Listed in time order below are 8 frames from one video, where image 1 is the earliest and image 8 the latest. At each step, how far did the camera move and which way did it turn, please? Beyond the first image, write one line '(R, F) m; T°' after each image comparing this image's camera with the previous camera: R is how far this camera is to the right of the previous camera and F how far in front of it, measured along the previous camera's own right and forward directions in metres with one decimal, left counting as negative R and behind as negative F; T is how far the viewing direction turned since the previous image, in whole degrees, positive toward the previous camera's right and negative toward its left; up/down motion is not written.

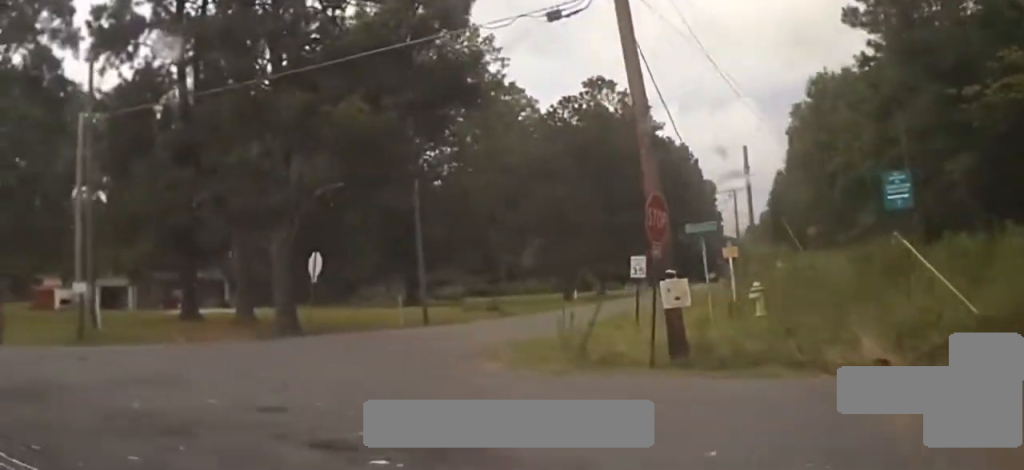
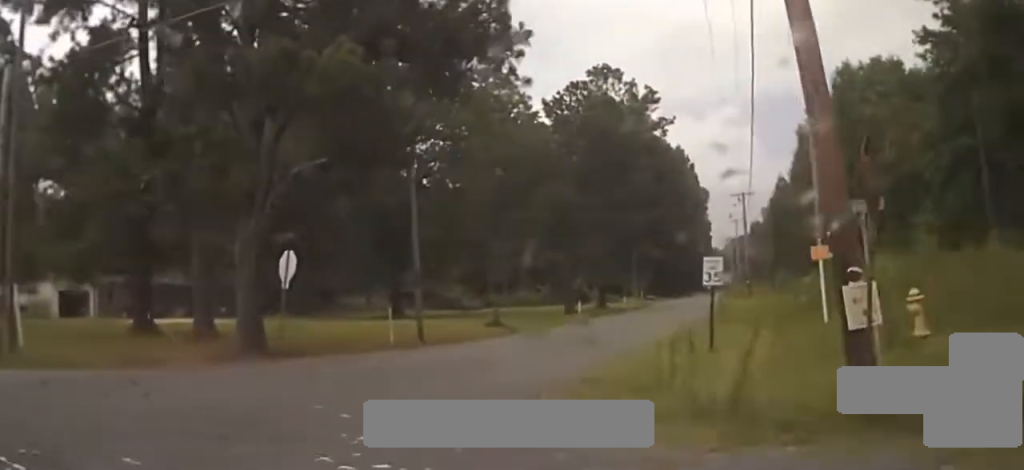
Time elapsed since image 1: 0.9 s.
(-0.4, +5.0) m; -3°
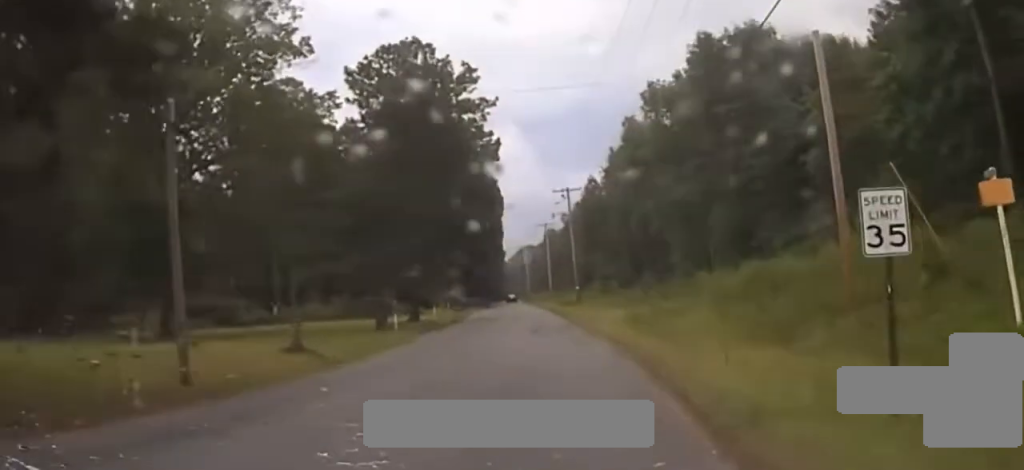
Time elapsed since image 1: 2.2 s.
(+0.5, +9.6) m; +9°
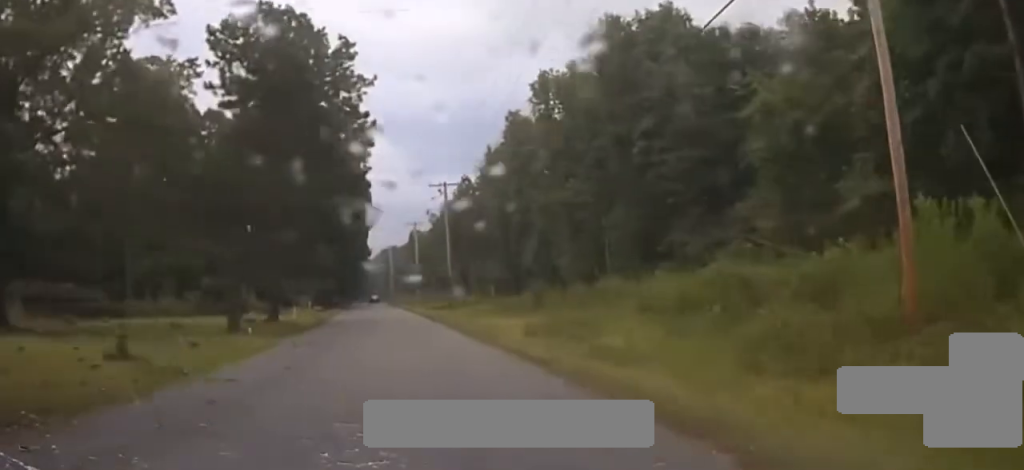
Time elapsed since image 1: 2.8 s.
(+0.1, +5.4) m; +6°
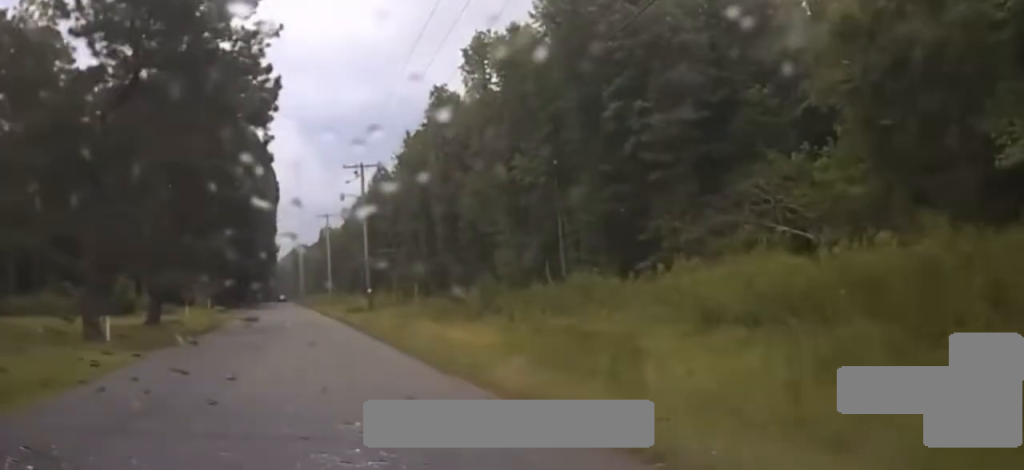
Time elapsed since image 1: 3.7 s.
(+0.8, +8.9) m; +5°
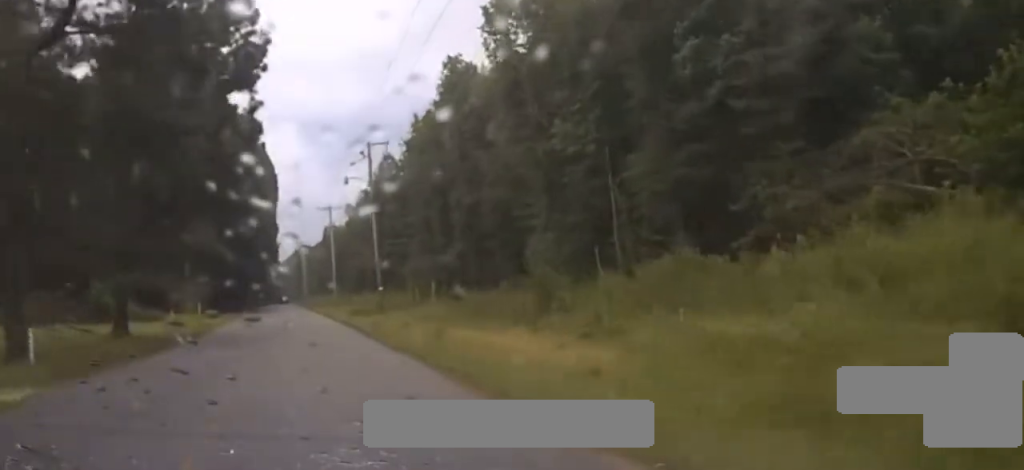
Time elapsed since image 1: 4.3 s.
(+0.2, +7.8) m; +2°
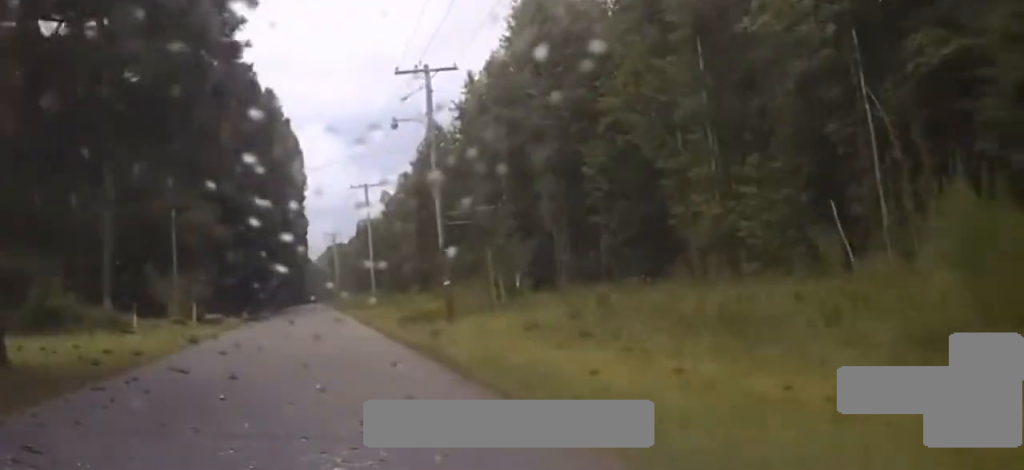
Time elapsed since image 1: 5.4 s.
(0.0, +17.7) m; 0°
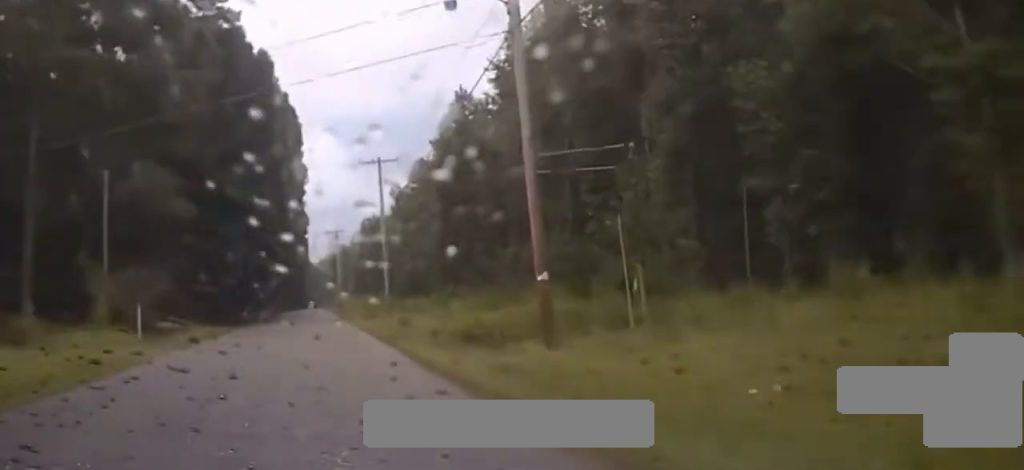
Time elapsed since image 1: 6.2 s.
(0.0, +16.3) m; 0°
